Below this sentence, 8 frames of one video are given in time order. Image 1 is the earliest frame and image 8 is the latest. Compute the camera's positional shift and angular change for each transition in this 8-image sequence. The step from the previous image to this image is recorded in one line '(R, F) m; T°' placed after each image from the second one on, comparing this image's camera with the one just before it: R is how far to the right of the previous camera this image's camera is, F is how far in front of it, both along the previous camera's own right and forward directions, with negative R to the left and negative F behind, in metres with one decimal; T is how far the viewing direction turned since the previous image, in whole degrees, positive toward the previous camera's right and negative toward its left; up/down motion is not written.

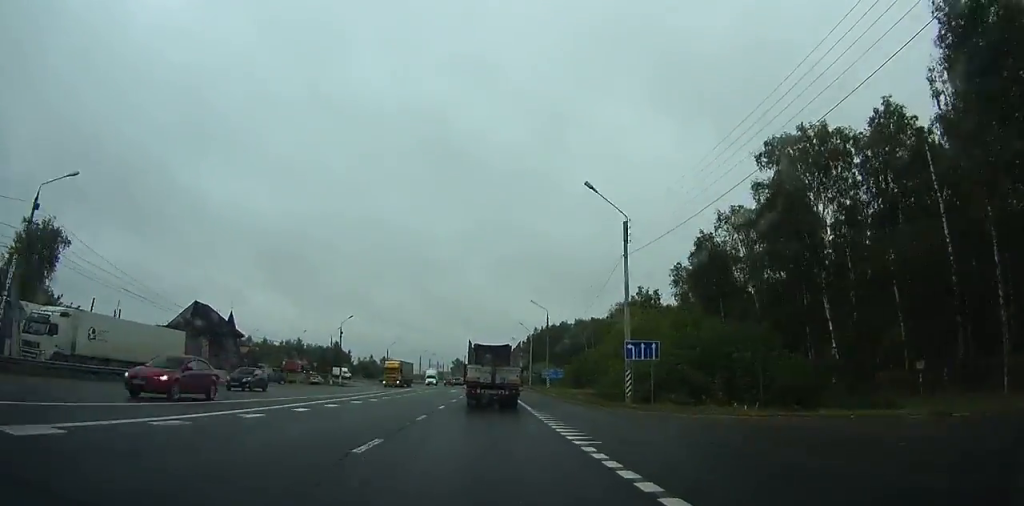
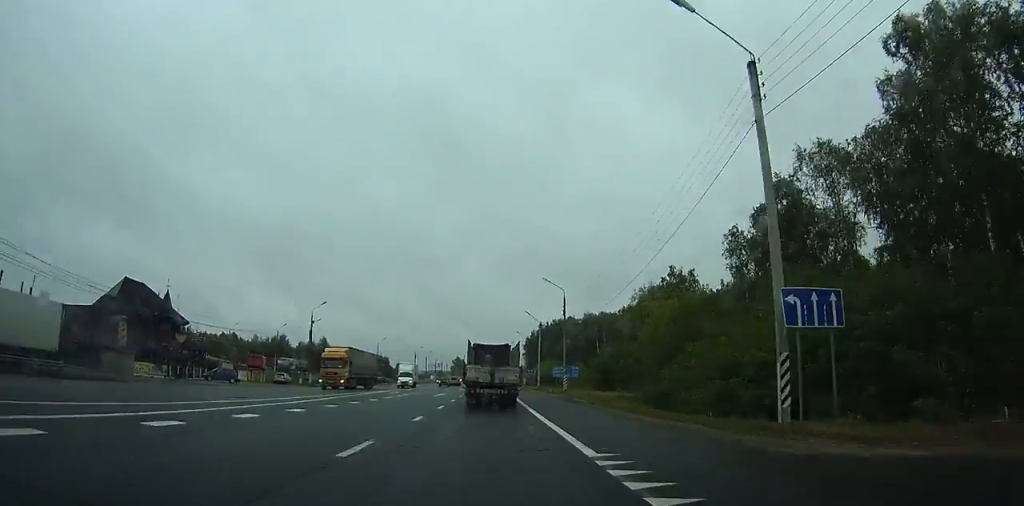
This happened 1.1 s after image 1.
(-0.1, +15.7) m; +1°
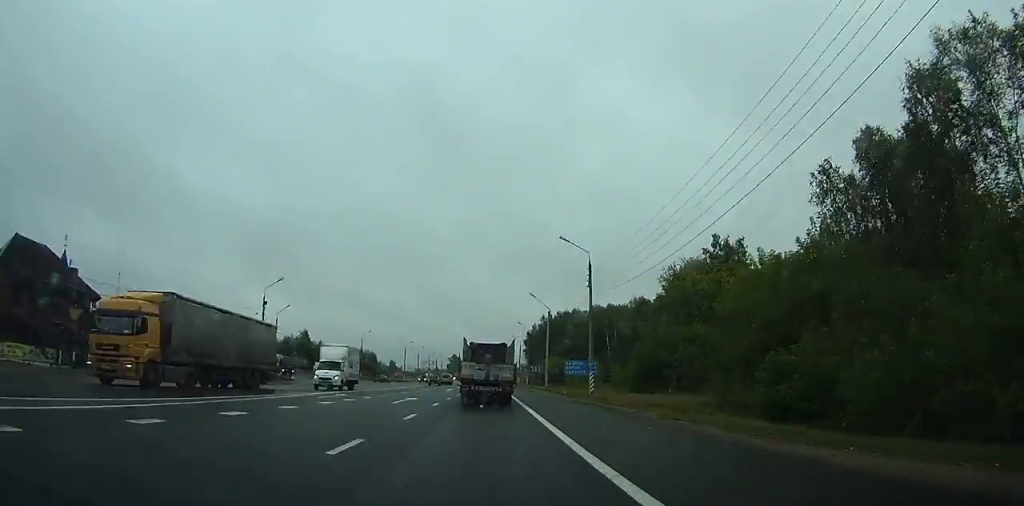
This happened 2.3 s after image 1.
(+0.3, +16.1) m; 0°
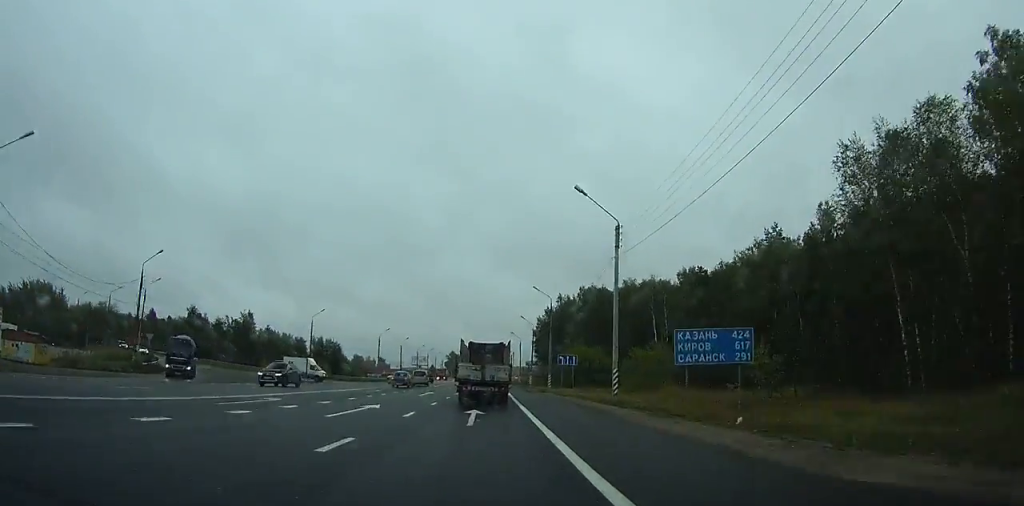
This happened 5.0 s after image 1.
(-0.6, +39.7) m; -1°
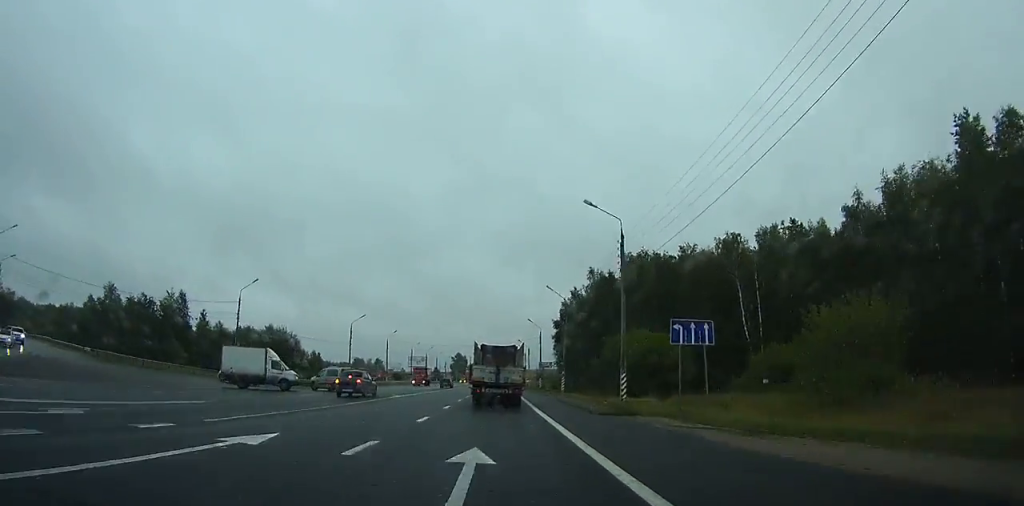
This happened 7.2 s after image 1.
(+0.1, +33.9) m; 0°
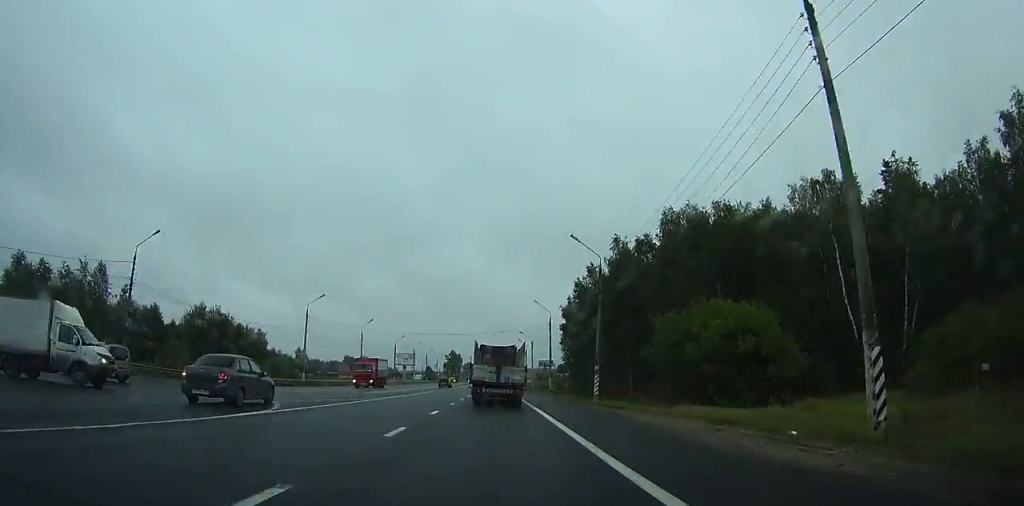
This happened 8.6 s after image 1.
(-0.2, +23.1) m; 0°
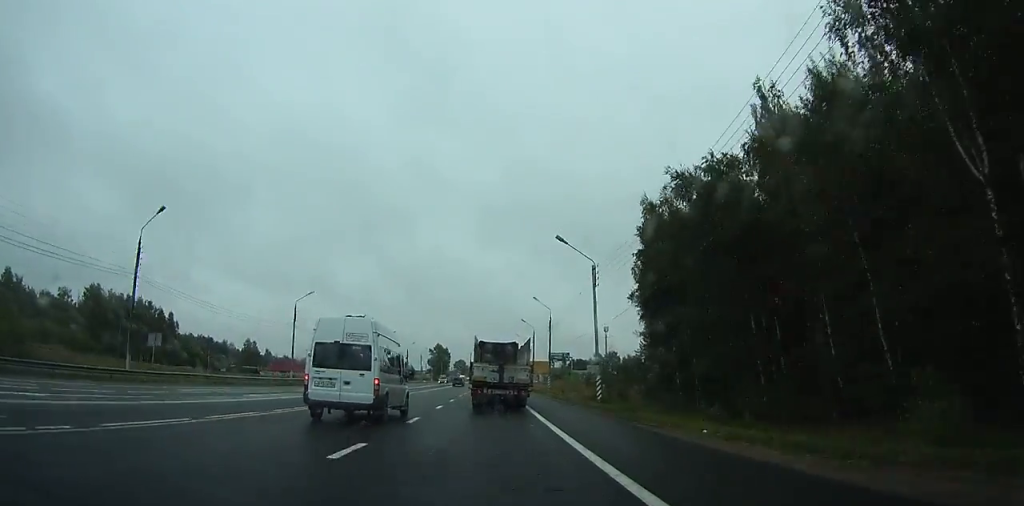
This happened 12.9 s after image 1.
(+0.7, +72.7) m; +1°
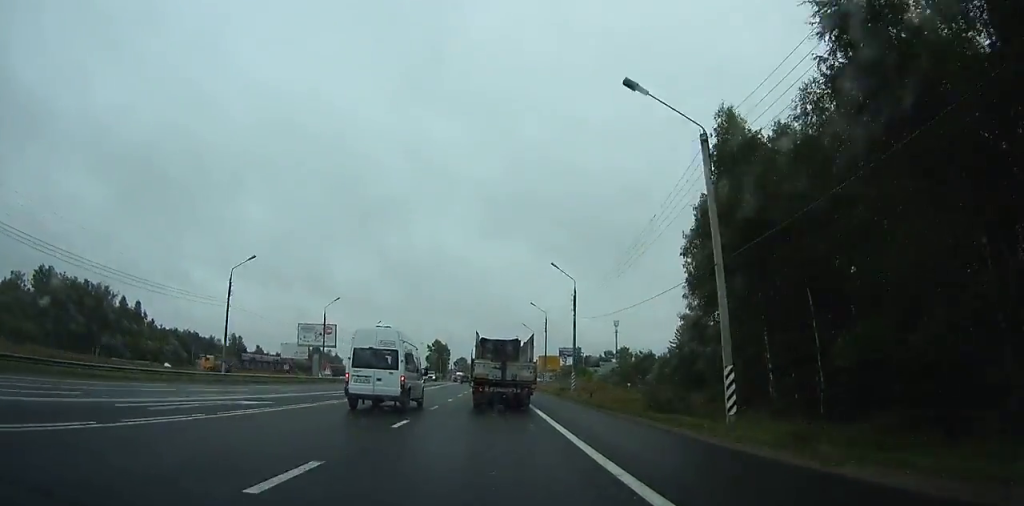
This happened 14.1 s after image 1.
(0.0, +17.9) m; 0°
